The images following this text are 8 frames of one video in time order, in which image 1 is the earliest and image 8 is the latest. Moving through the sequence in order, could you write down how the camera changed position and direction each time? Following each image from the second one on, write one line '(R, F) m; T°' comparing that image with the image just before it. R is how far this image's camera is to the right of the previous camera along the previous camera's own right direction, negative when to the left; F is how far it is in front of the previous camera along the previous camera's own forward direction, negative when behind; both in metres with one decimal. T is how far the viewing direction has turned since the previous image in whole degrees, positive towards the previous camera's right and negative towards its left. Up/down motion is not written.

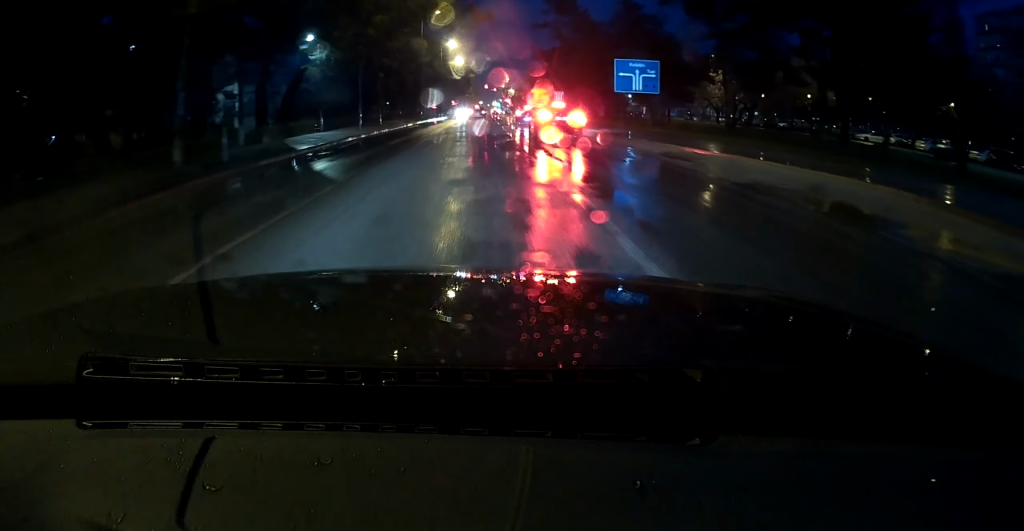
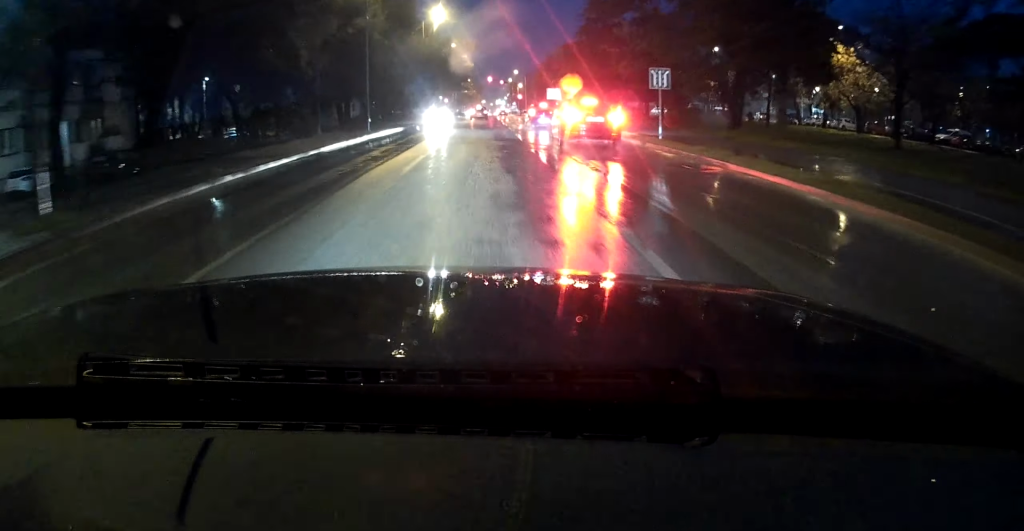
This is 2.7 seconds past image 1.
(+0.1, +34.7) m; +1°
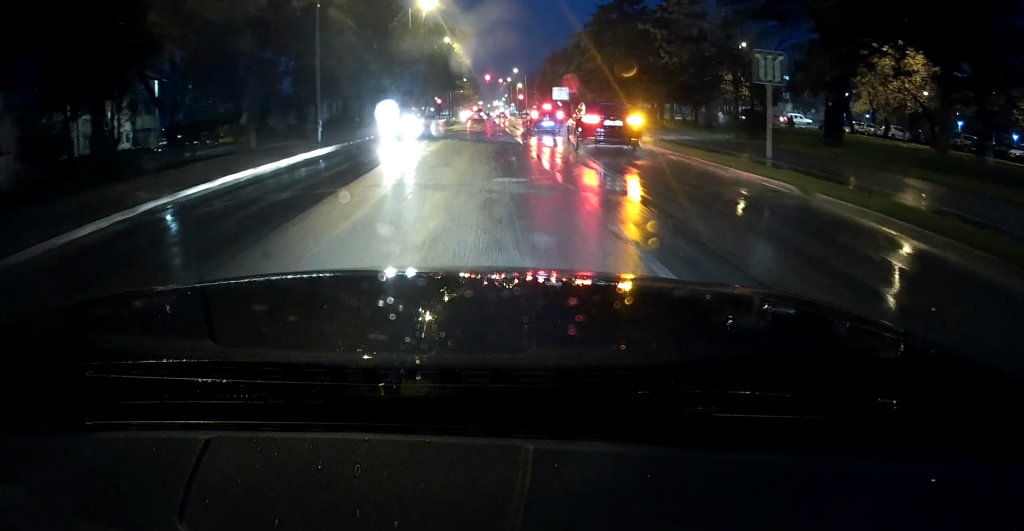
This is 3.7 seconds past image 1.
(+0.2, +11.0) m; 0°
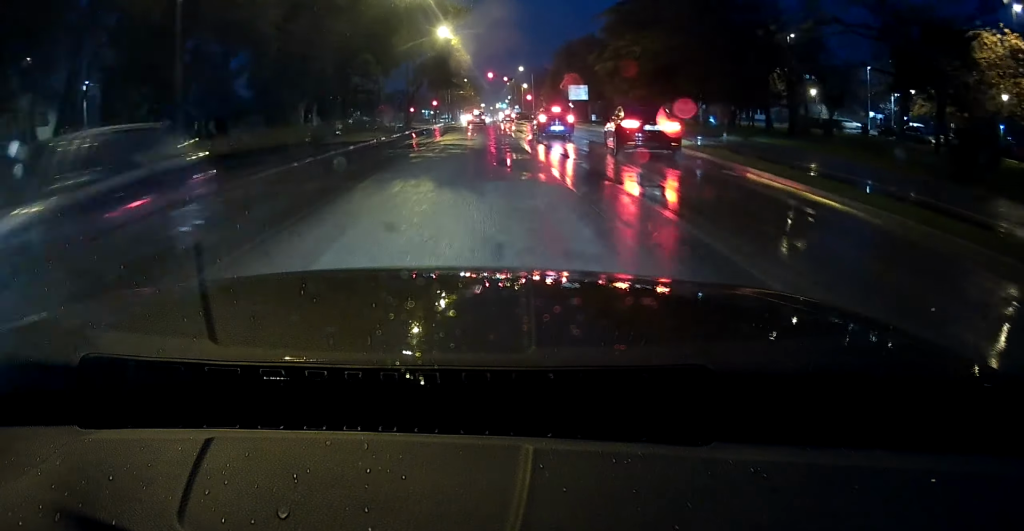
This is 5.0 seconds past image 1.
(+0.1, +13.4) m; 0°
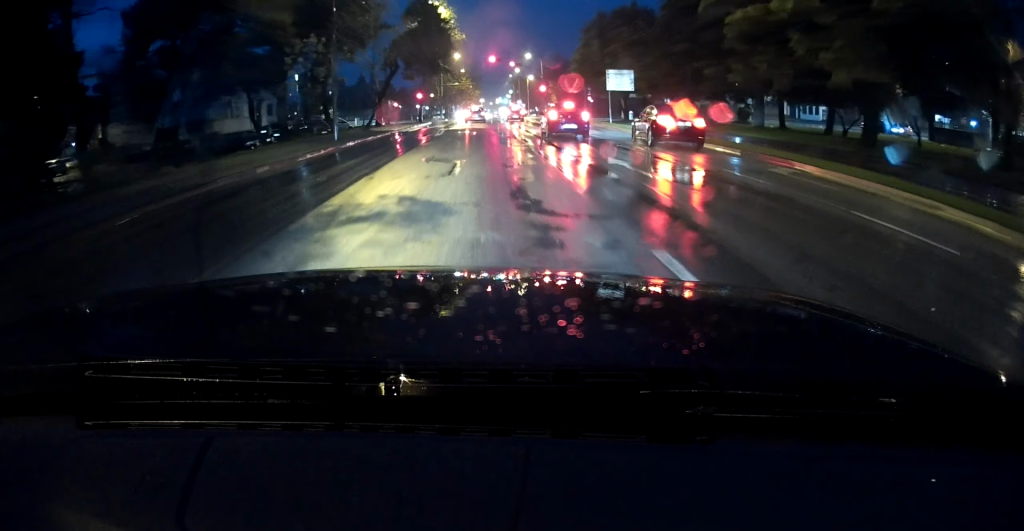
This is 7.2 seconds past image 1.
(-0.1, +20.6) m; 0°
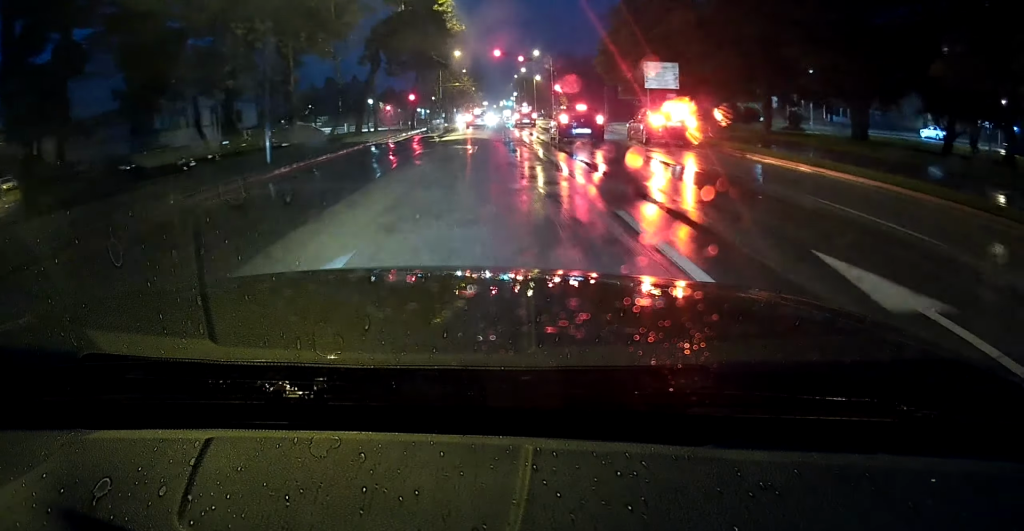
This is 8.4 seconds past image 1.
(0.0, +9.8) m; +1°
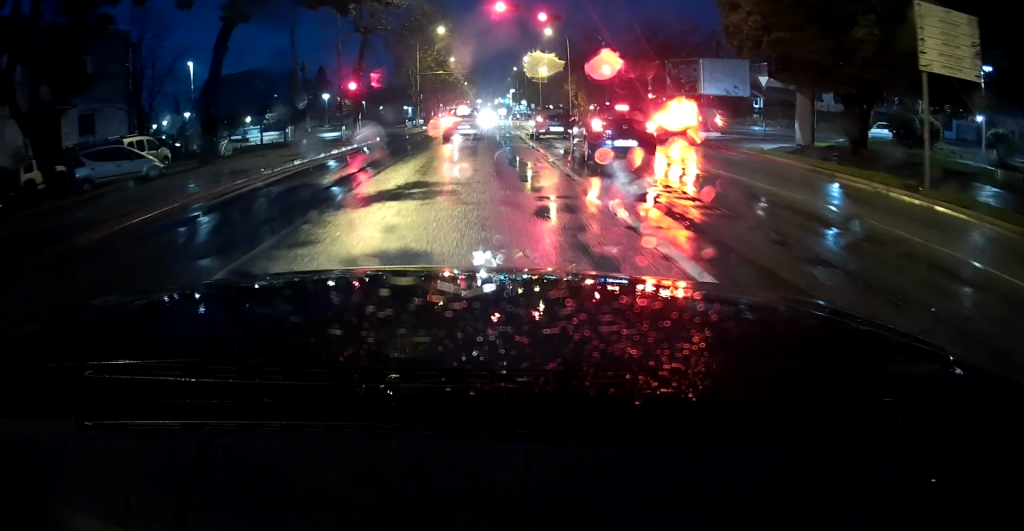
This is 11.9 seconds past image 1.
(-0.3, +20.1) m; -2°
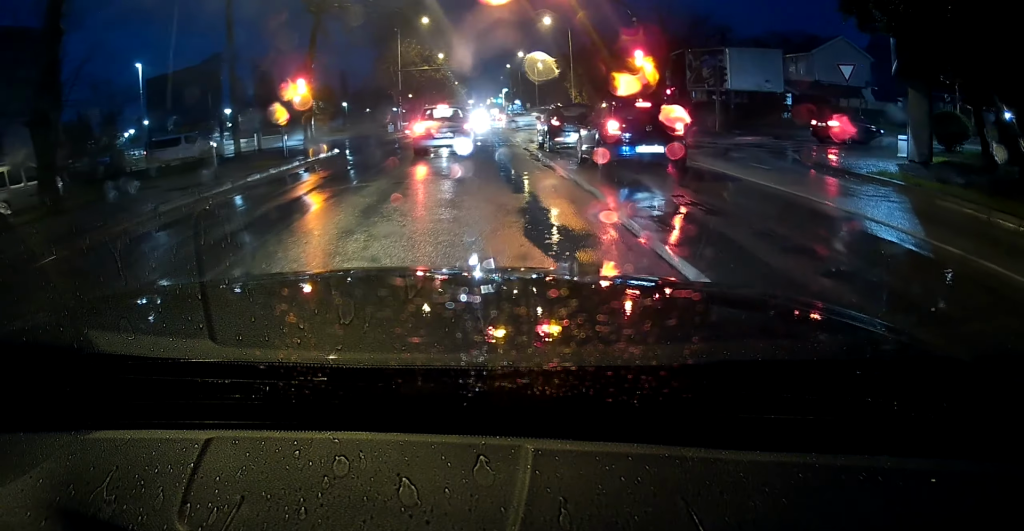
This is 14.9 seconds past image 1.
(+0.5, +8.9) m; +13°
